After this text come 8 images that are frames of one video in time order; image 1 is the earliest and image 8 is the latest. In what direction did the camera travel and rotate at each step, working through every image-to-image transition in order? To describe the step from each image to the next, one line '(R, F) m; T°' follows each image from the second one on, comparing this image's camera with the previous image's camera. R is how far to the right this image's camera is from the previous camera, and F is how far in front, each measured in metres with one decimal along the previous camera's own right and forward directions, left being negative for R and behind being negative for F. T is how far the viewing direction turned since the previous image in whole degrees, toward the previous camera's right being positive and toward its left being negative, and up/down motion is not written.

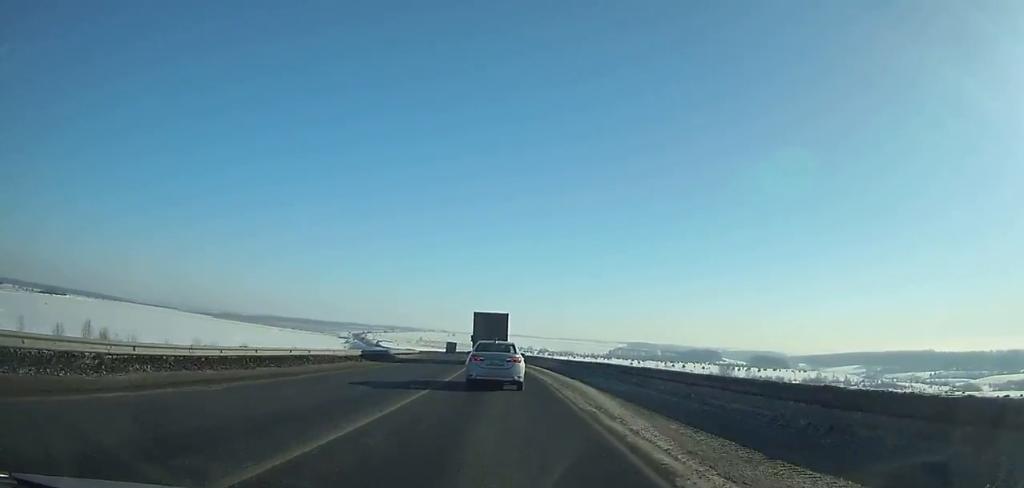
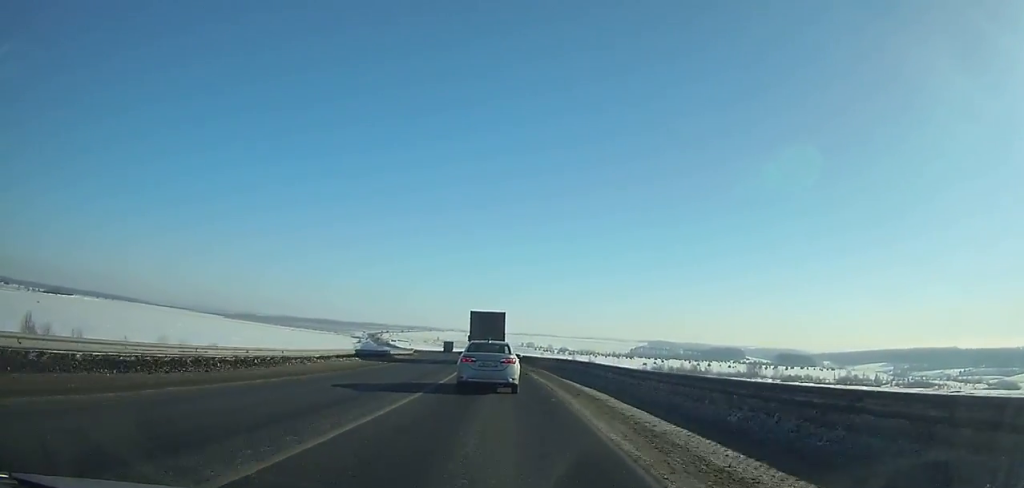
(-0.9, +24.3) m; -2°
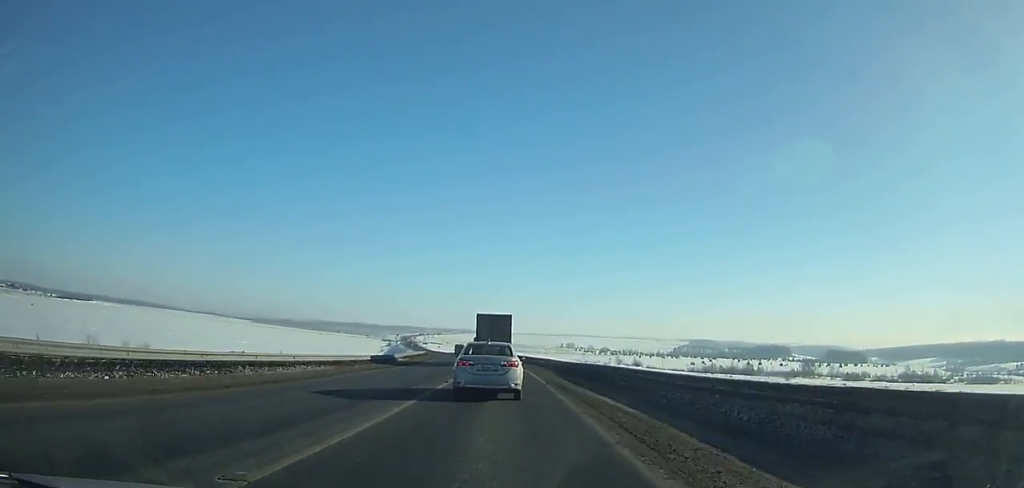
(-0.7, +36.4) m; -3°
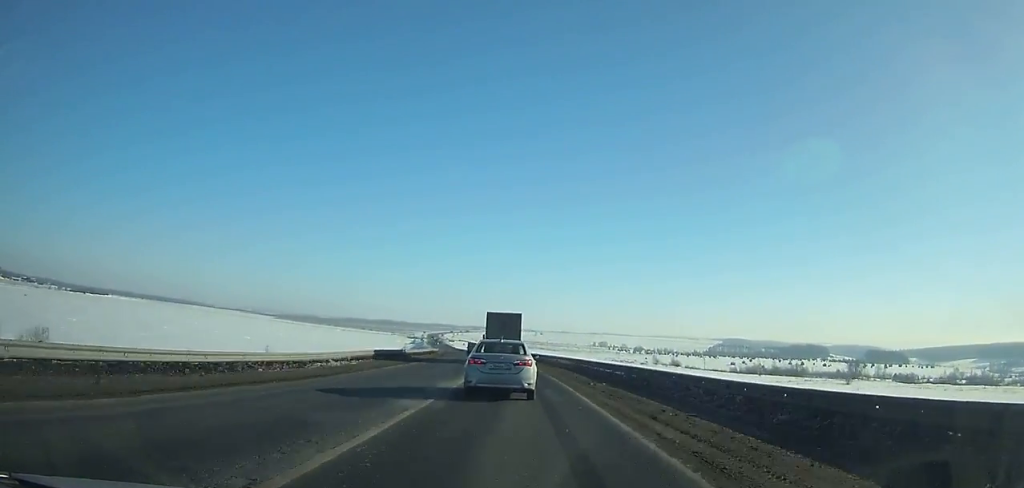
(-0.9, +29.6) m; -2°
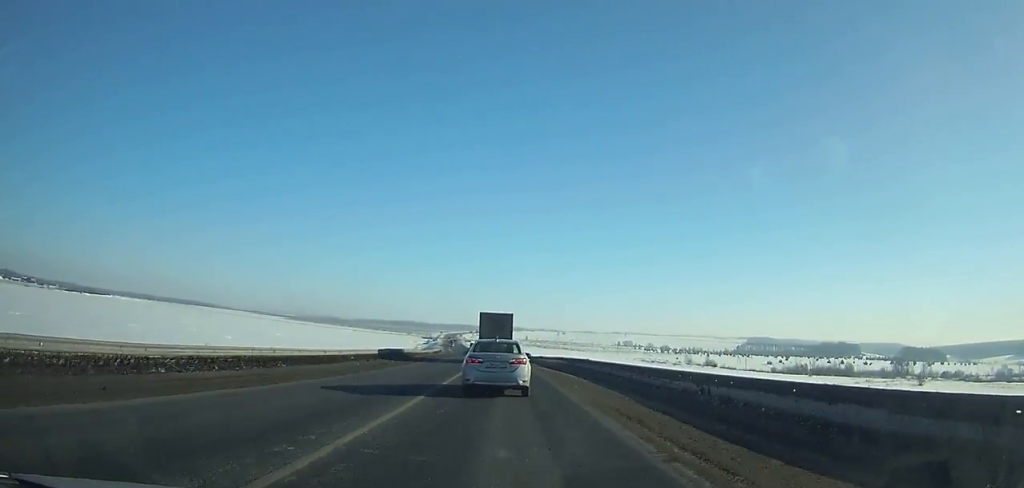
(-1.1, +38.5) m; -2°
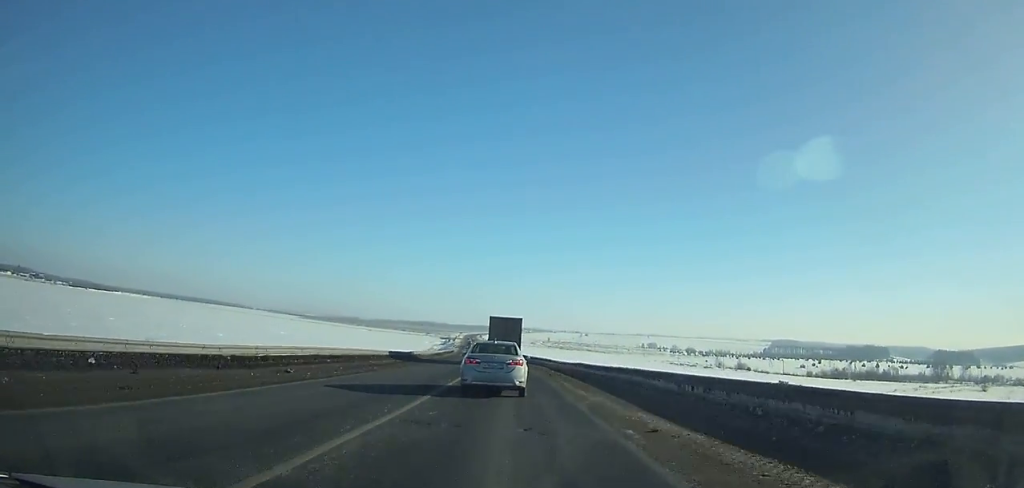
(-0.2, +24.6) m; -1°
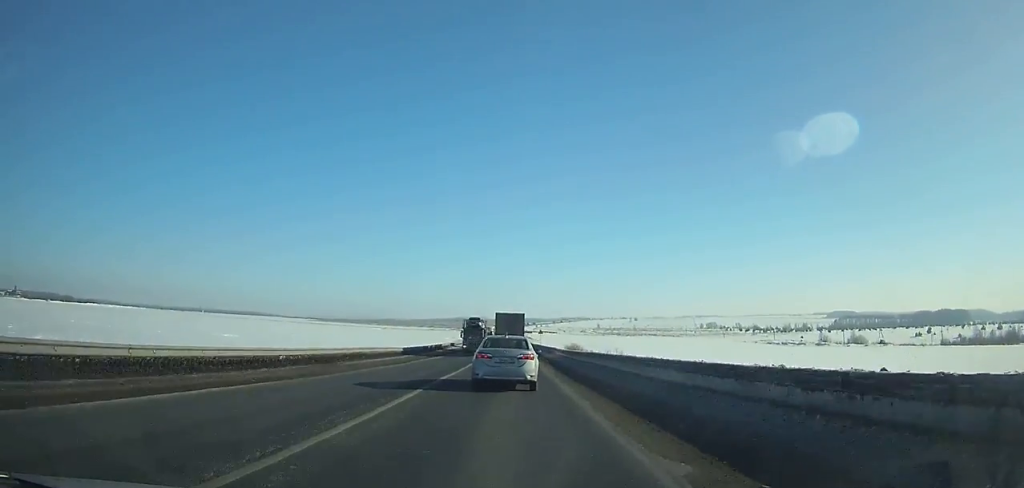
(-3.9, +106.5) m; -4°
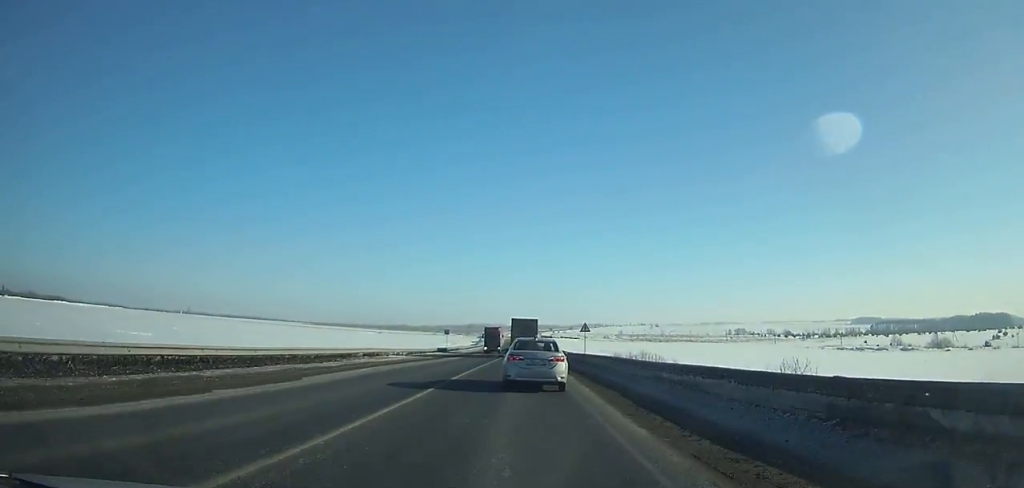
(-0.8, +64.8) m; -1°
